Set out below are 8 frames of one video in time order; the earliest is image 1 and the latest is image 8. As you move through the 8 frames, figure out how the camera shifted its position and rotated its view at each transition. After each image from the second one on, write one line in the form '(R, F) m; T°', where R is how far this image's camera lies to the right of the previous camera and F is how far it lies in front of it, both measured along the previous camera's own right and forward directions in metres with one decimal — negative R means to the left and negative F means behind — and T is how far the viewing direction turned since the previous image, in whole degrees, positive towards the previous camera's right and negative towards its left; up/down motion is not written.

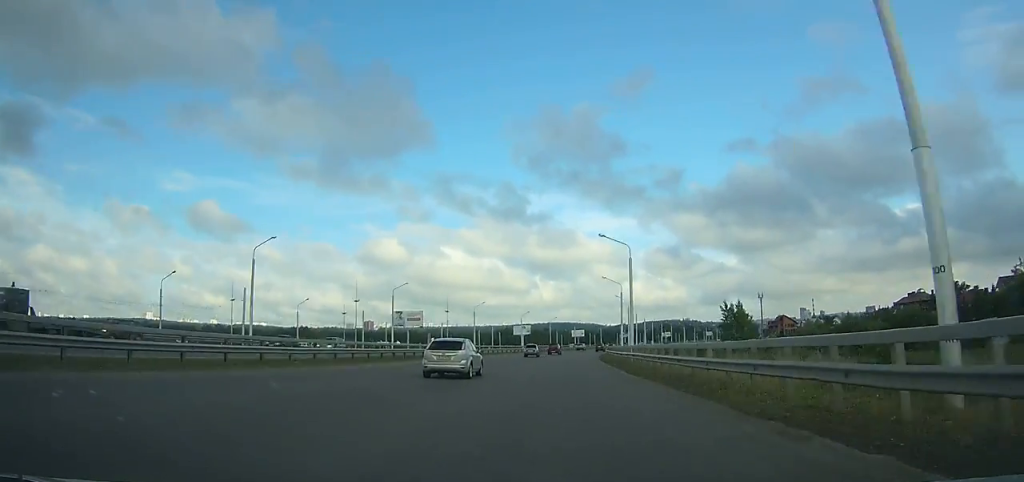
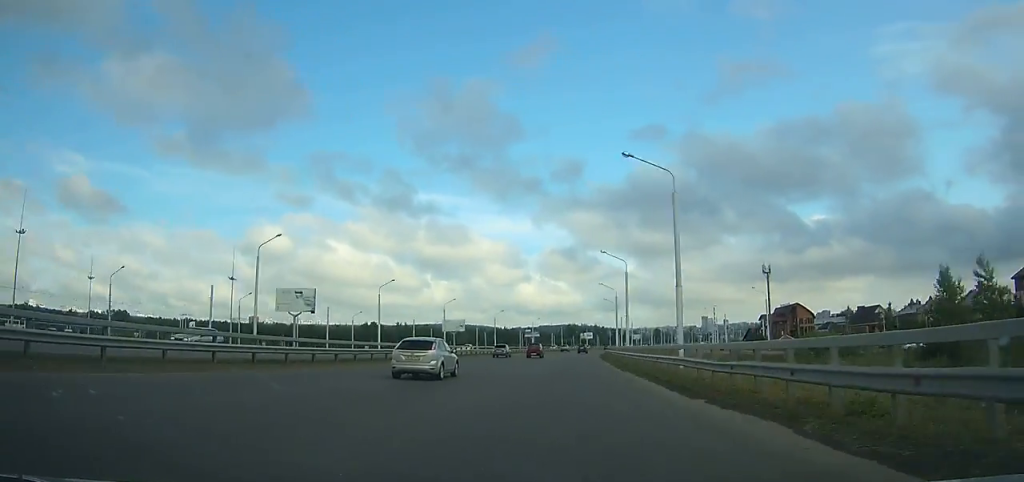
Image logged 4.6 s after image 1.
(+10.1, +121.8) m; +10°
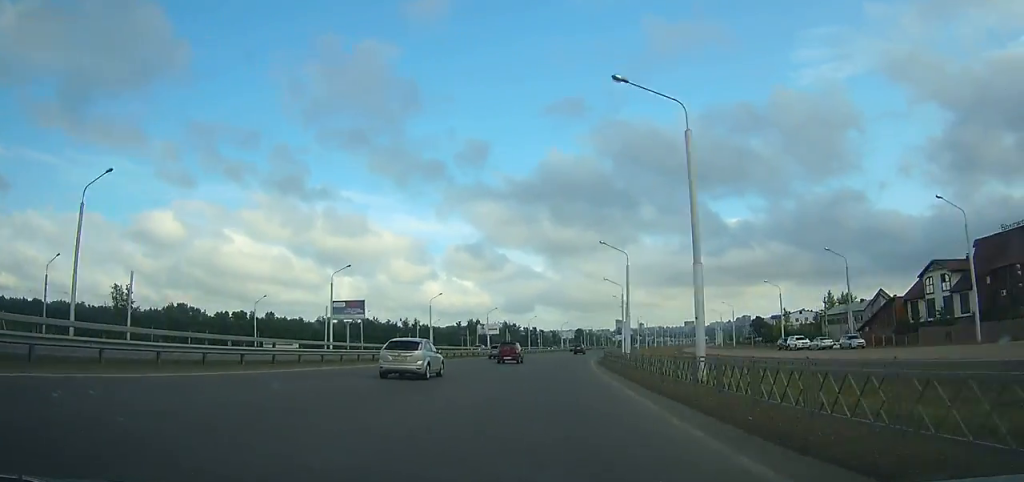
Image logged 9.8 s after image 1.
(+11.8, +136.0) m; +9°
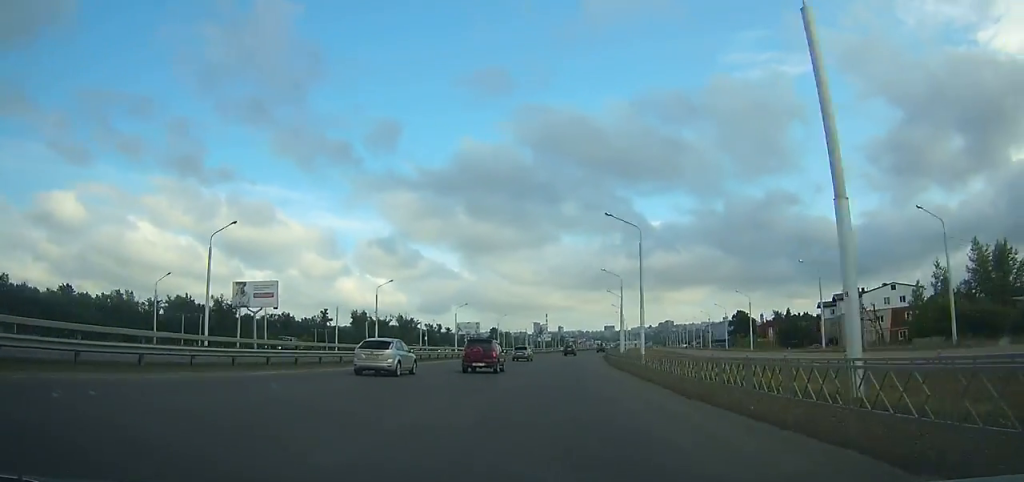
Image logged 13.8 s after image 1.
(+6.9, +104.6) m; +7°
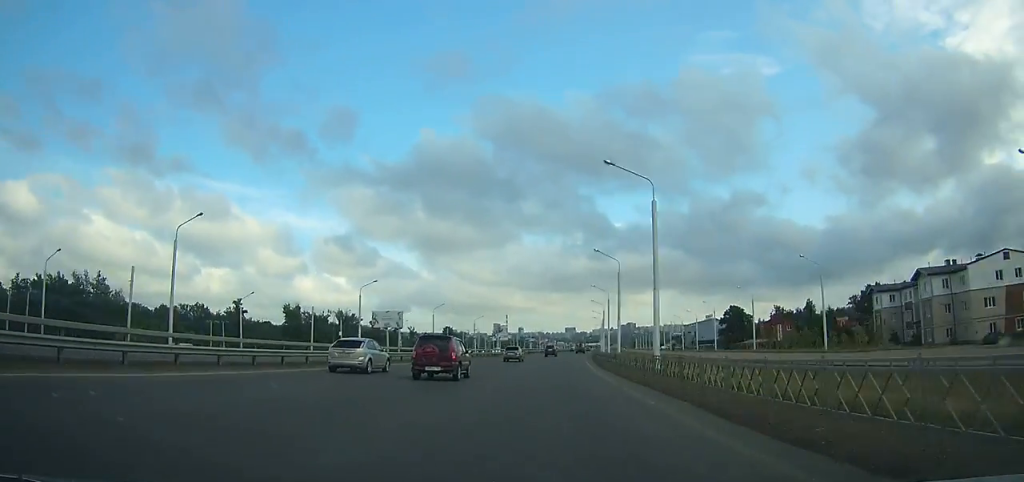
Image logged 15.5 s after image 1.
(+1.3, +44.5) m; +3°
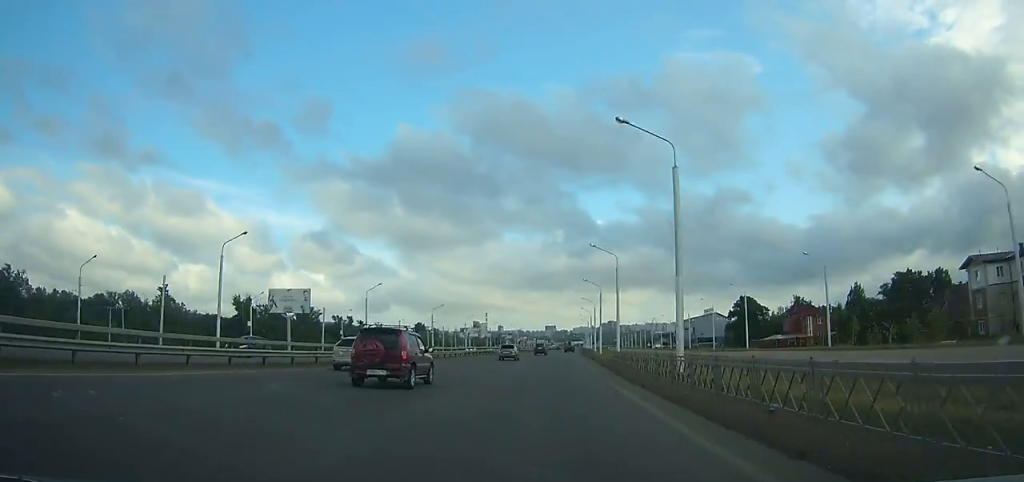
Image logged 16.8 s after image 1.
(+0.8, +33.8) m; +2°
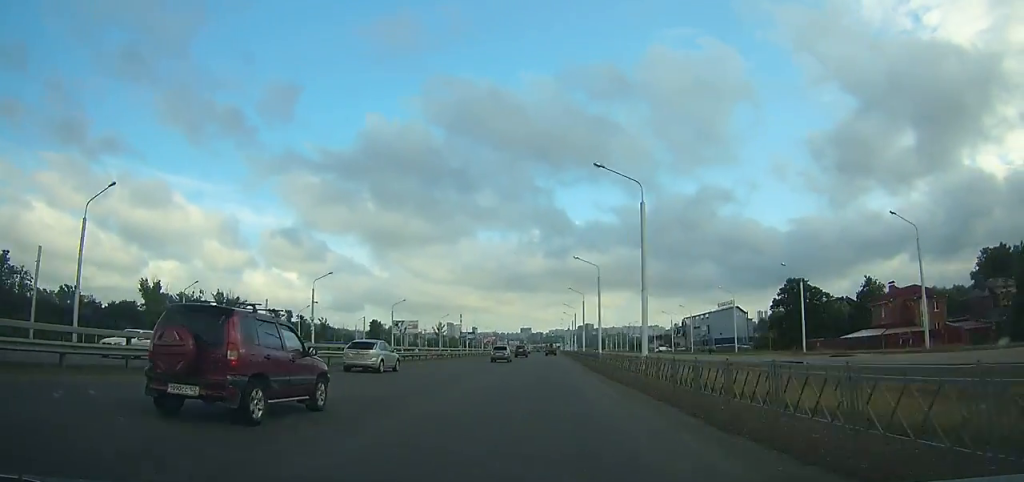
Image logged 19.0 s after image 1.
(+1.5, +56.9) m; +2°
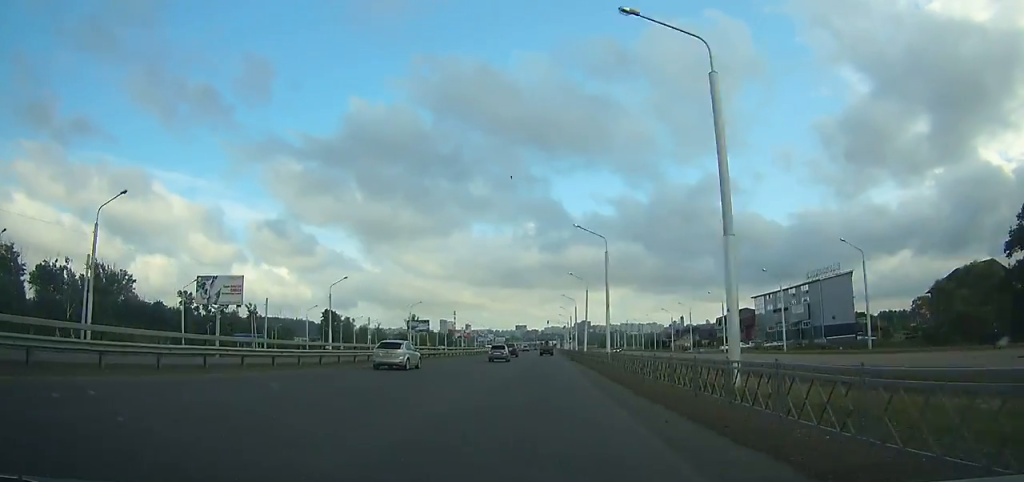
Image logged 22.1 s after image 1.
(+1.4, +78.3) m; +1°
